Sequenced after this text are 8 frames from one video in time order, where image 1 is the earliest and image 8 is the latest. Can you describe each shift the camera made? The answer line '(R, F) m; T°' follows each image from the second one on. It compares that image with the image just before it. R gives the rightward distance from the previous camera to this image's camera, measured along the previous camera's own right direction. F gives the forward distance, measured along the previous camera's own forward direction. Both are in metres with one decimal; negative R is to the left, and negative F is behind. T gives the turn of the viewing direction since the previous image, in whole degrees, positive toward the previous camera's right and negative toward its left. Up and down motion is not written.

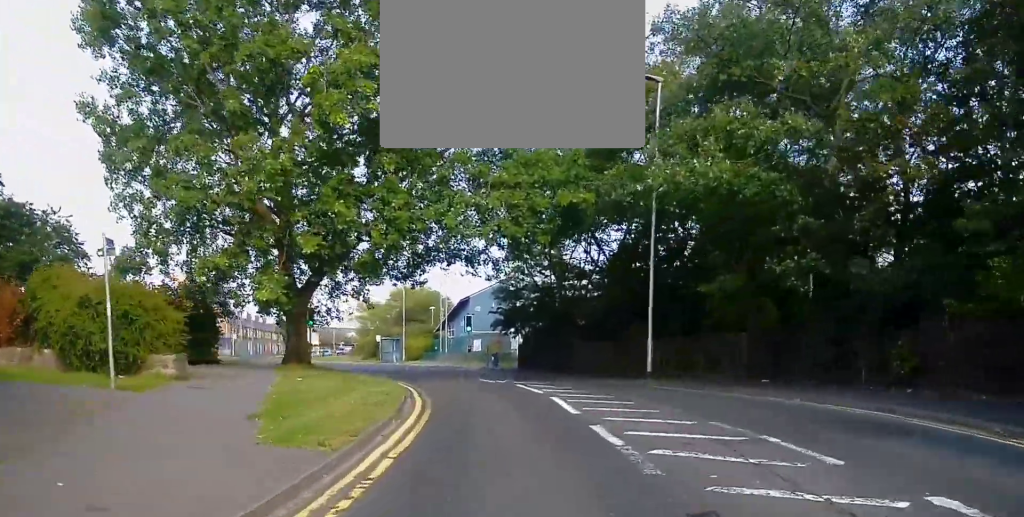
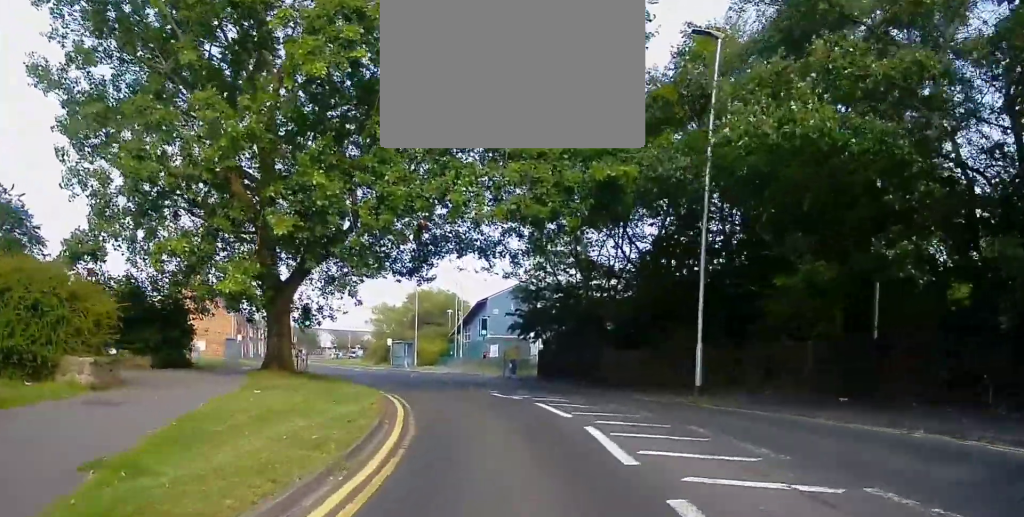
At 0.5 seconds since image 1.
(-0.5, +5.1) m; -3°
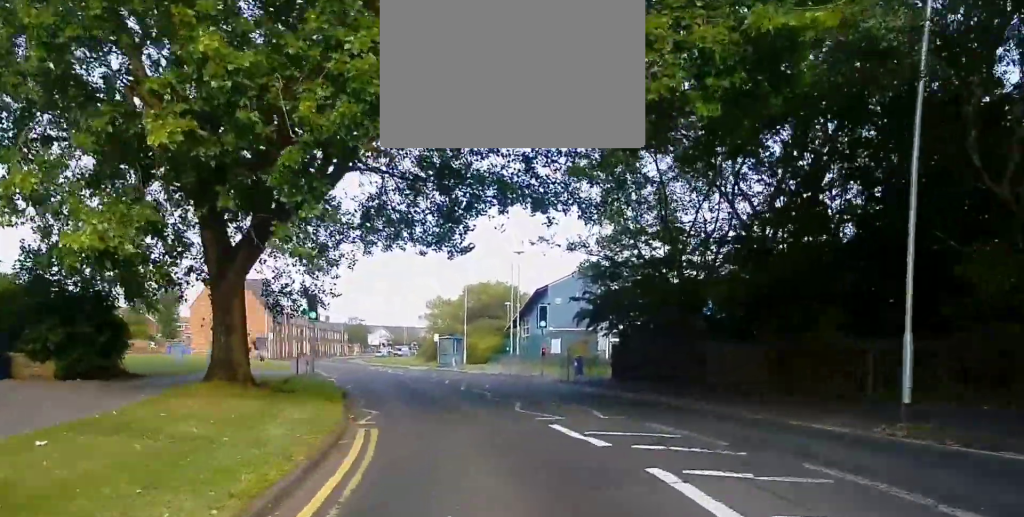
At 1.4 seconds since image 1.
(+1.1, +9.9) m; +3°
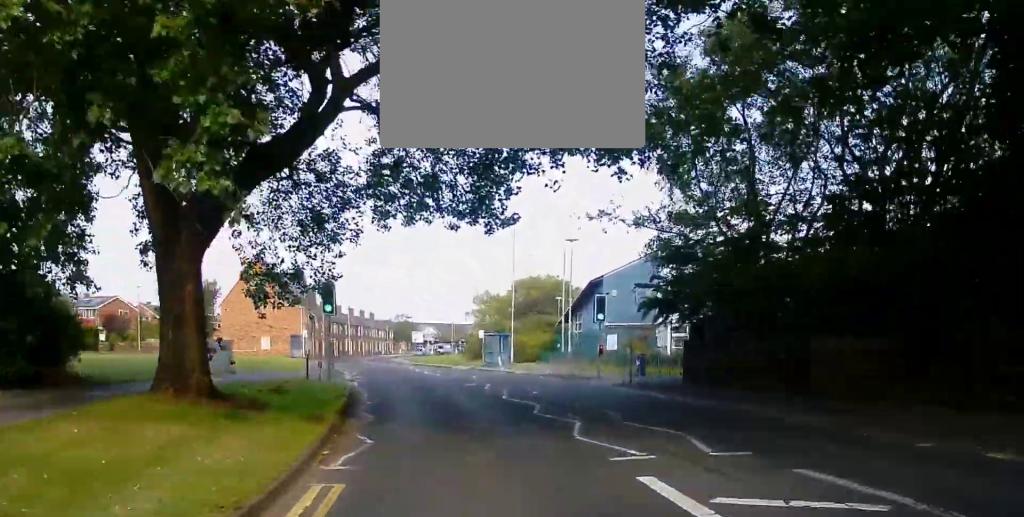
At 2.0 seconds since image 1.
(-0.2, +5.3) m; -4°
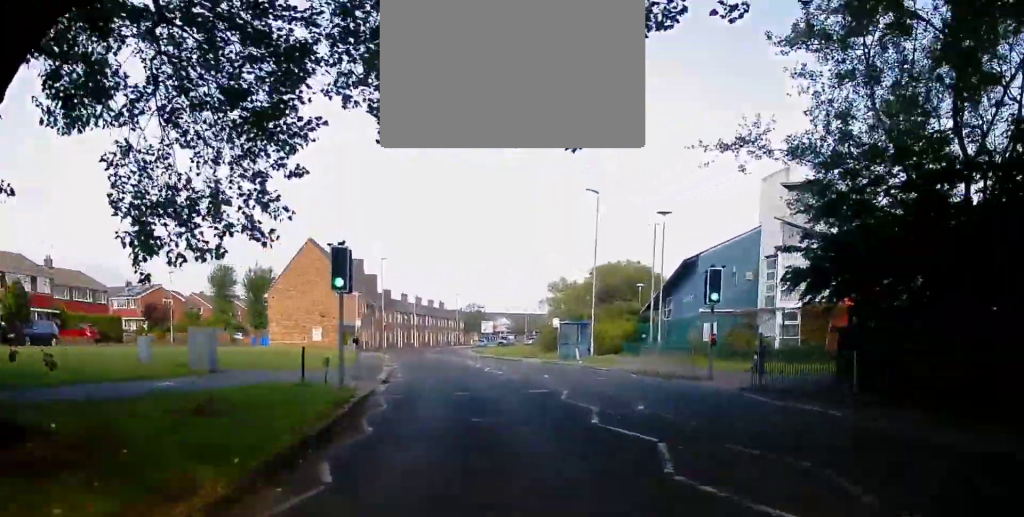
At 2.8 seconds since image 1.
(-0.4, +8.1) m; -4°
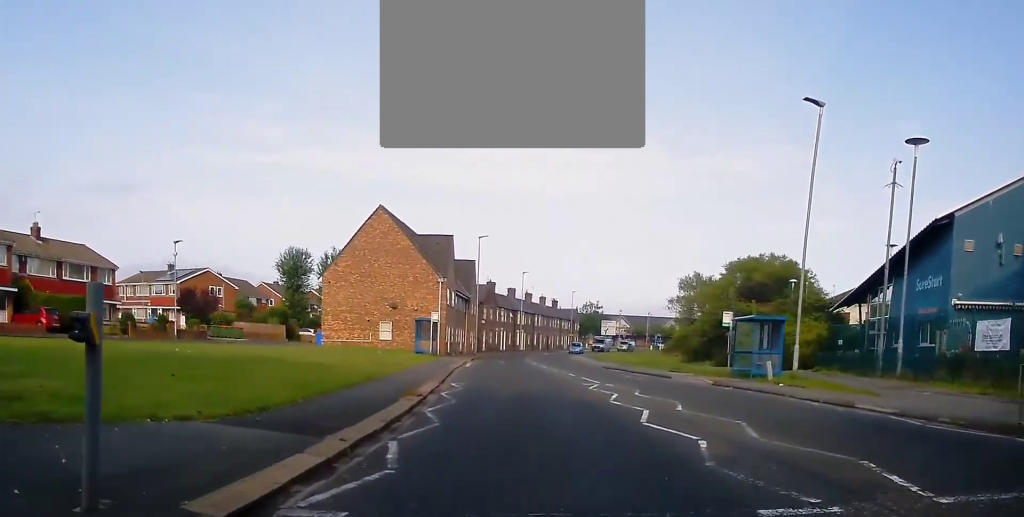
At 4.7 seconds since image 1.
(-1.2, +19.4) m; -7°
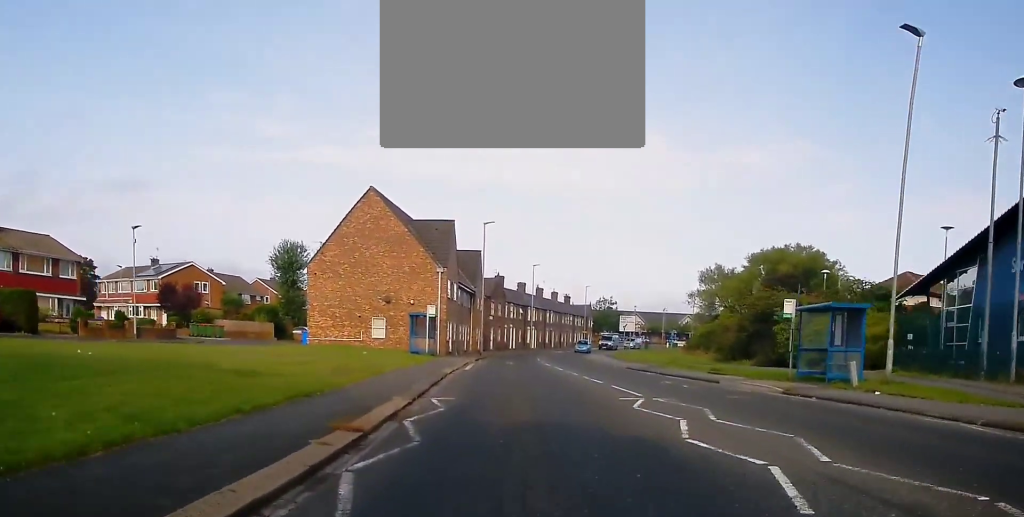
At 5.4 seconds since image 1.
(-0.3, +6.9) m; -2°
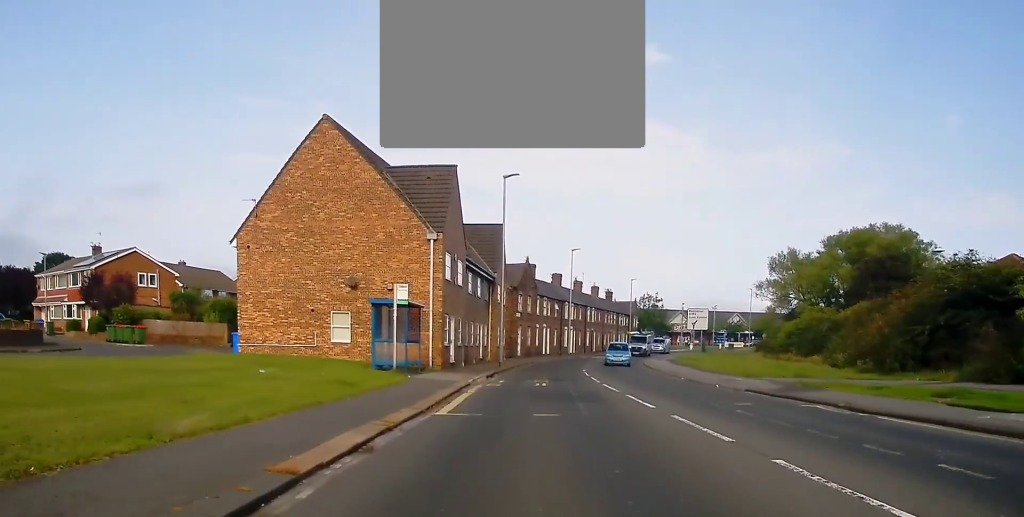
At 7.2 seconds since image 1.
(-0.2, +19.2) m; -1°
